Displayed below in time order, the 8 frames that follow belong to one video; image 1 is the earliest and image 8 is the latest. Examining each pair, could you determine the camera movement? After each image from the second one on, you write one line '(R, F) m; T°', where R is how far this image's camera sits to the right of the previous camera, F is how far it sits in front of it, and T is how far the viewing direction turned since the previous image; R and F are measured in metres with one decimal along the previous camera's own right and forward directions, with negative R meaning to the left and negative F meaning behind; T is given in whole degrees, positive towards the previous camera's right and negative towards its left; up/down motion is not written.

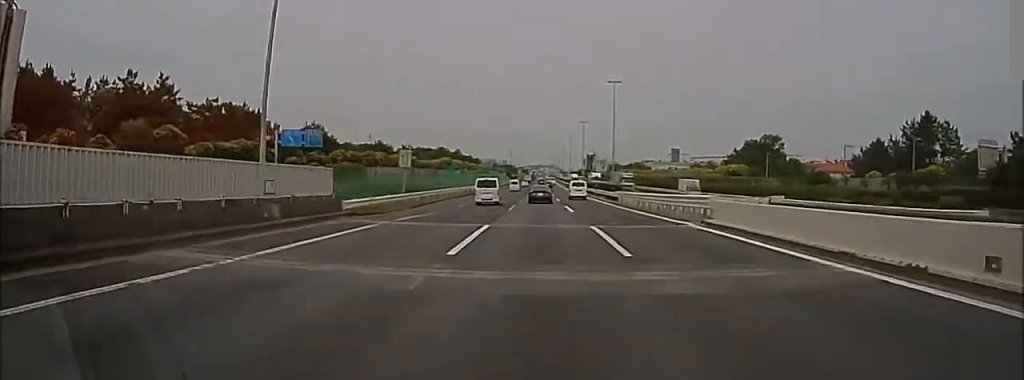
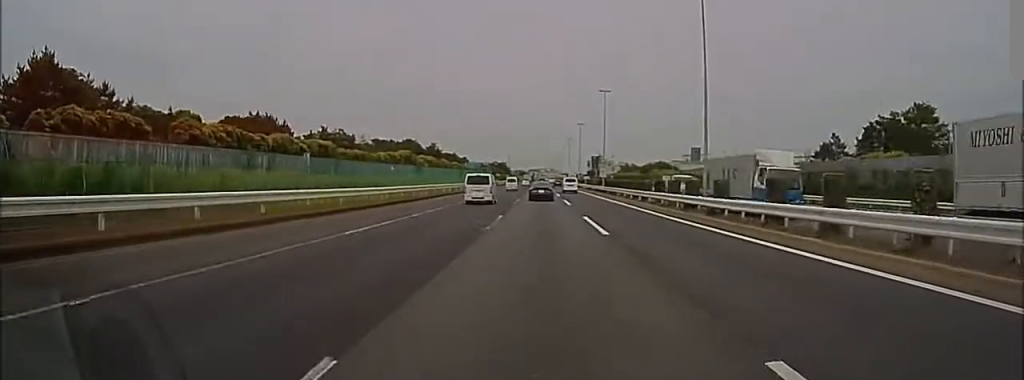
(+9.2, +74.1) m; -1°
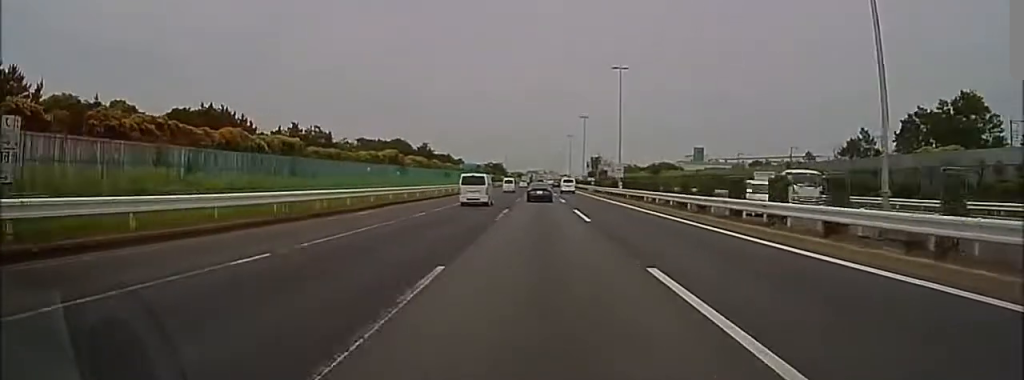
(+0.8, +15.5) m; +3°
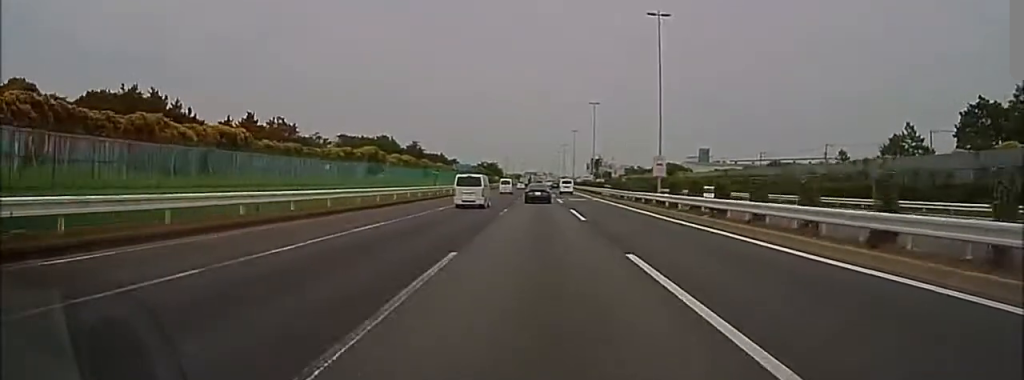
(+1.6, +18.9) m; +5°
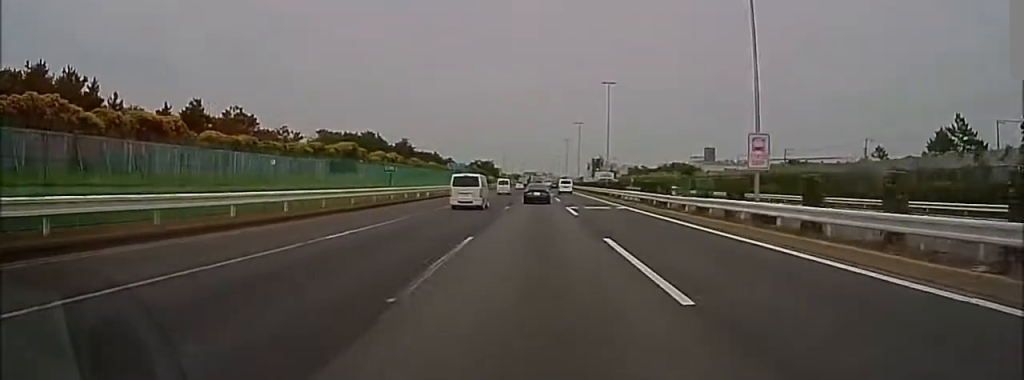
(0.0, +15.7) m; 0°
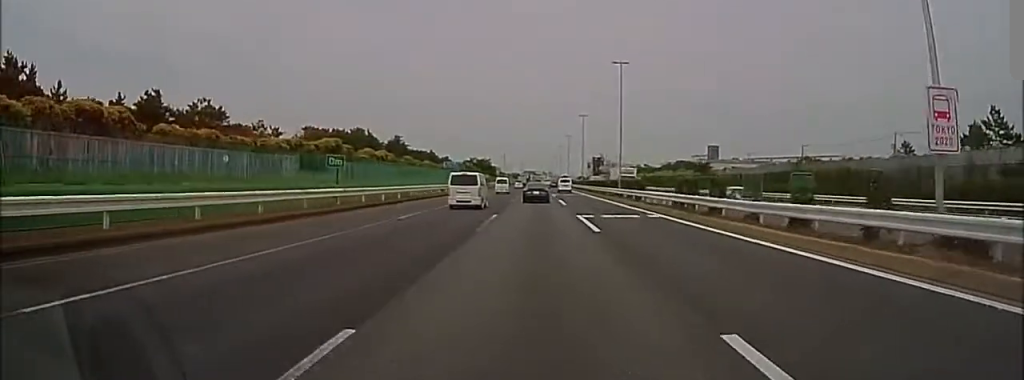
(0.0, +10.1) m; 0°
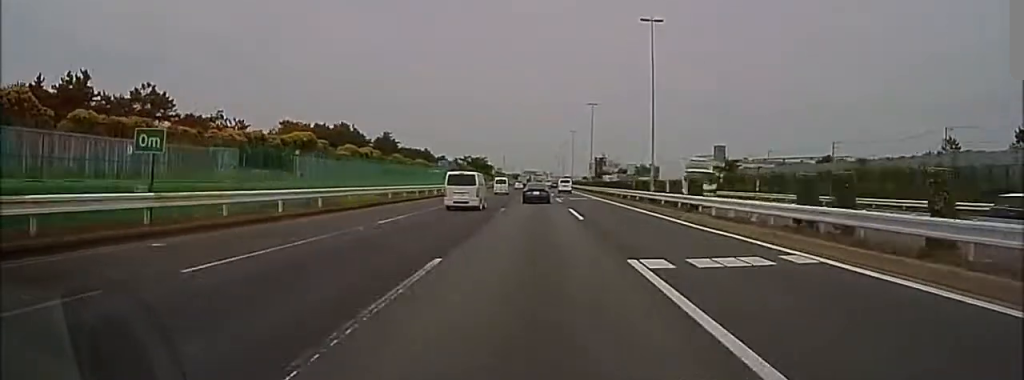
(+0.1, +15.4) m; 0°
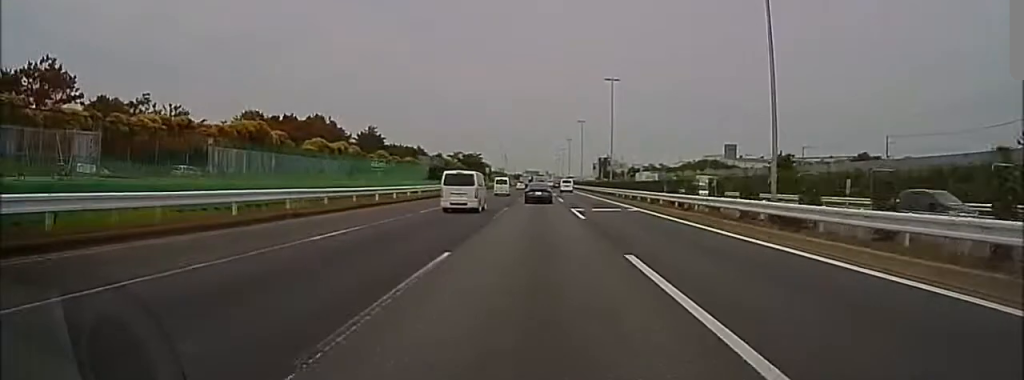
(0.0, +21.1) m; 0°
